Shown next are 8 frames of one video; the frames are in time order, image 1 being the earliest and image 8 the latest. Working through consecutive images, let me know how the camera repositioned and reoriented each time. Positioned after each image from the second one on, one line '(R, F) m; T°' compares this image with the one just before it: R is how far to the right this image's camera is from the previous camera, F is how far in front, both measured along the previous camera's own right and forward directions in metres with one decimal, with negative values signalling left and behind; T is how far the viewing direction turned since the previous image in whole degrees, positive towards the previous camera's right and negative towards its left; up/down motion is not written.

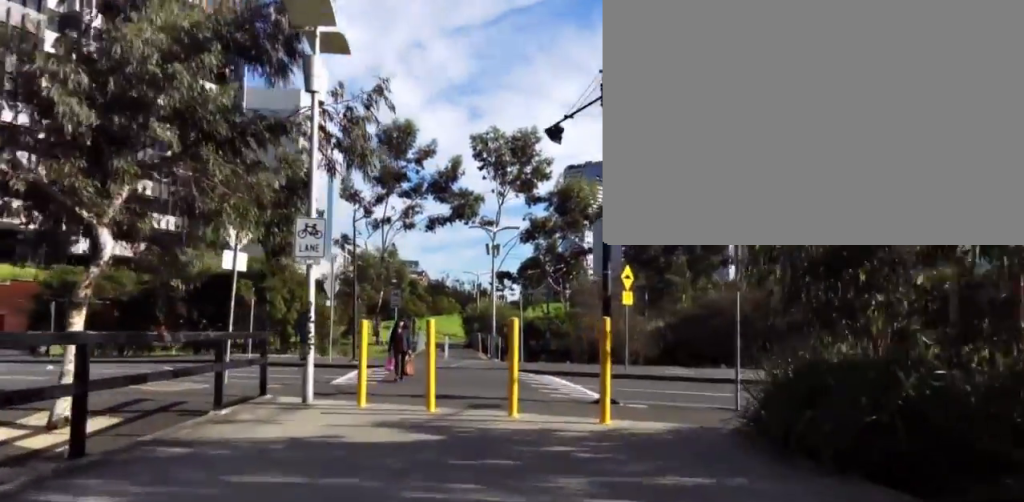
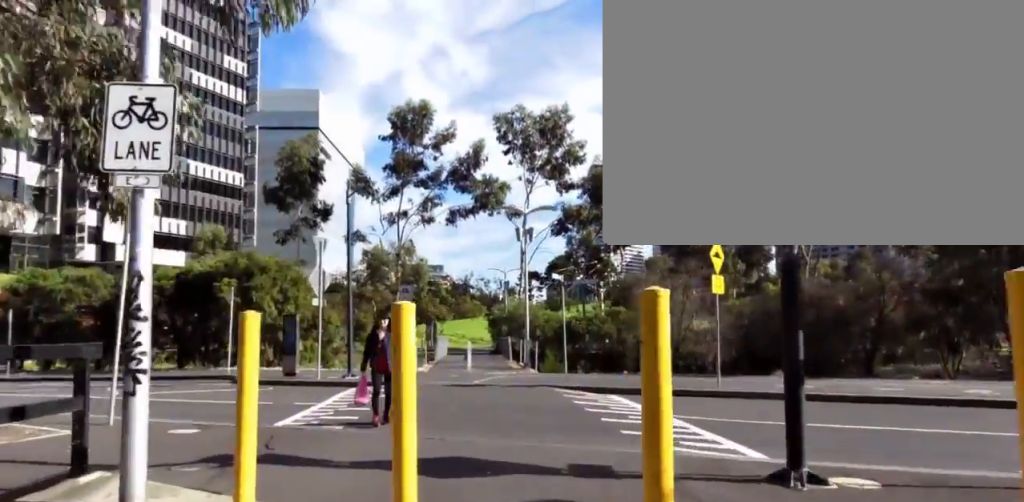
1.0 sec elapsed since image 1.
(-0.6, +4.4) m; -5°
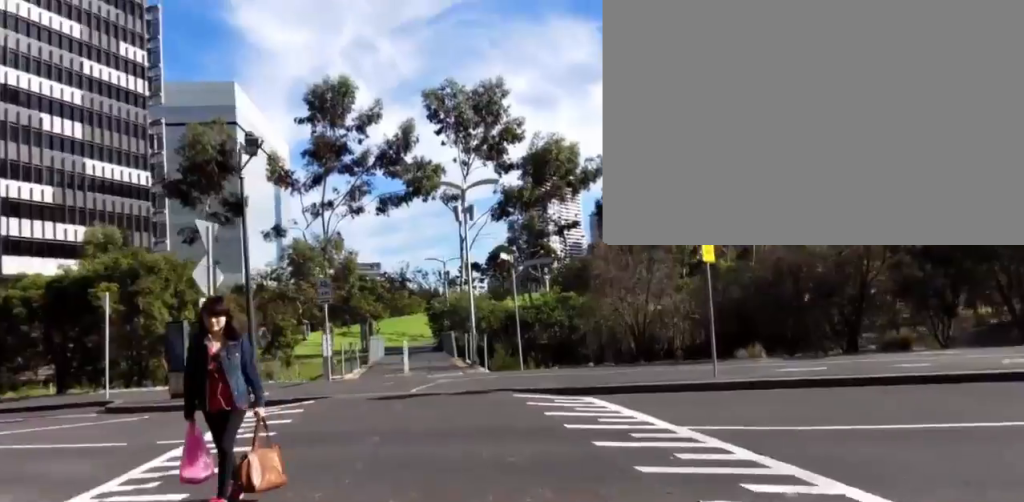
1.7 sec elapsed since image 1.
(+0.1, +2.3) m; +5°
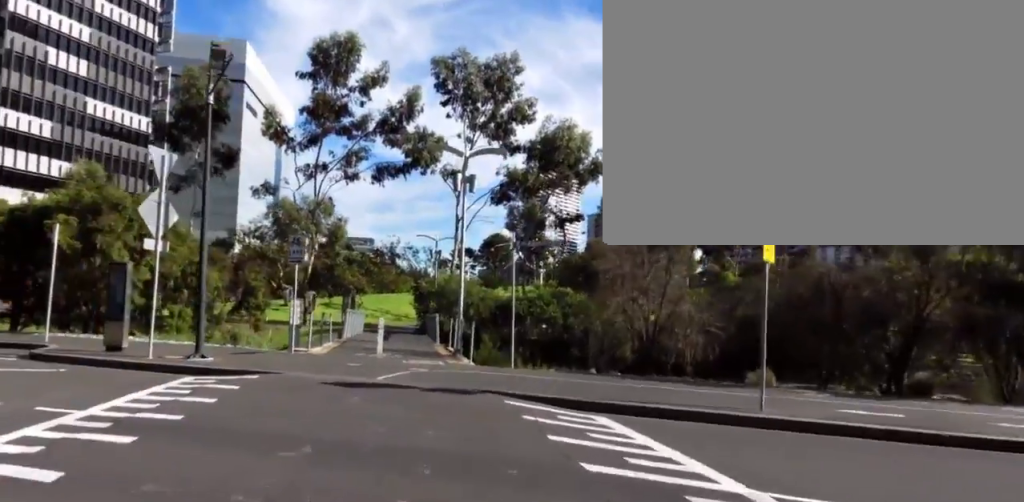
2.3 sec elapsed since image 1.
(+0.2, +1.8) m; +9°
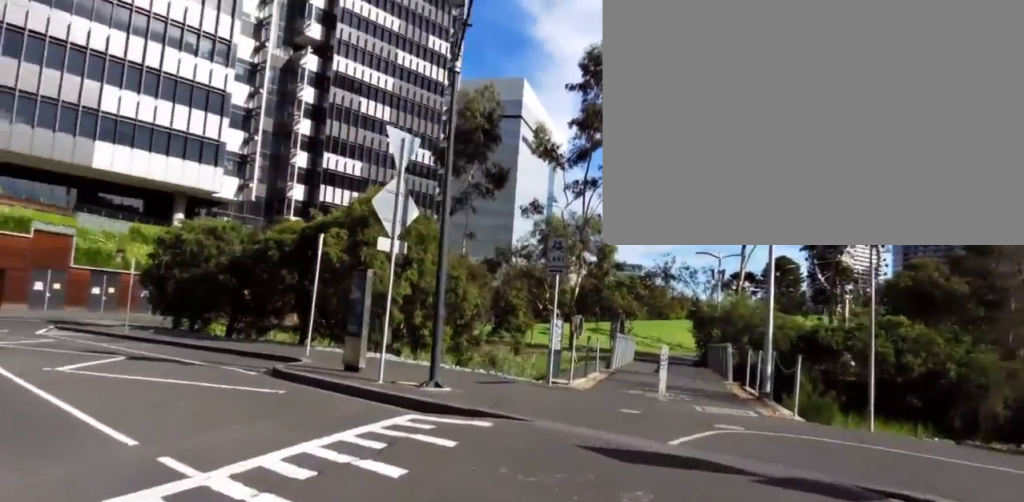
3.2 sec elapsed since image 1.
(+0.2, +2.9) m; +3°
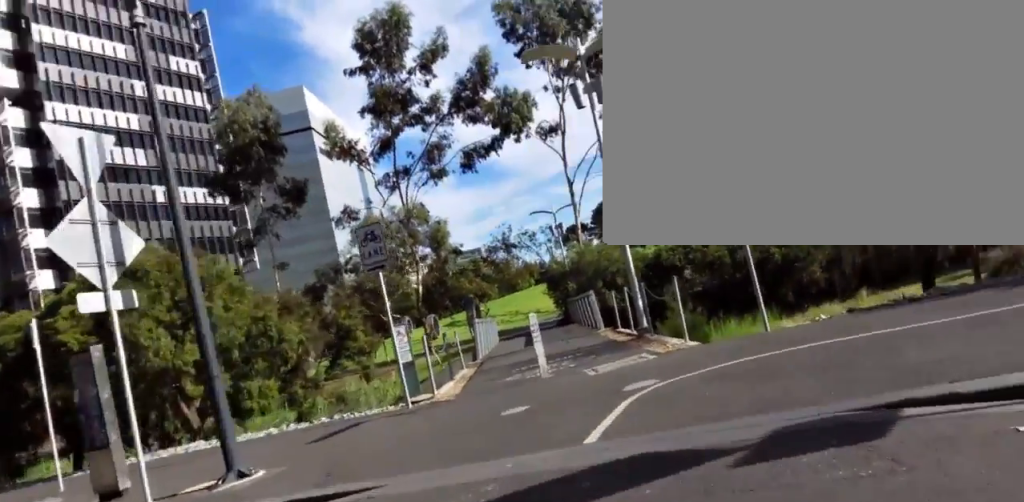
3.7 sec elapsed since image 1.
(0.0, +1.8) m; +9°
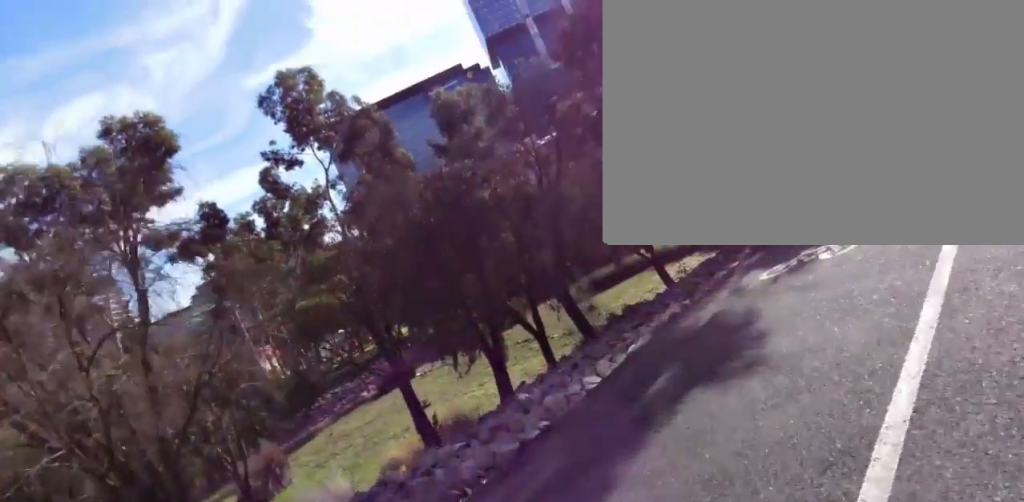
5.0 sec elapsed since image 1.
(+1.0, +4.2) m; +61°
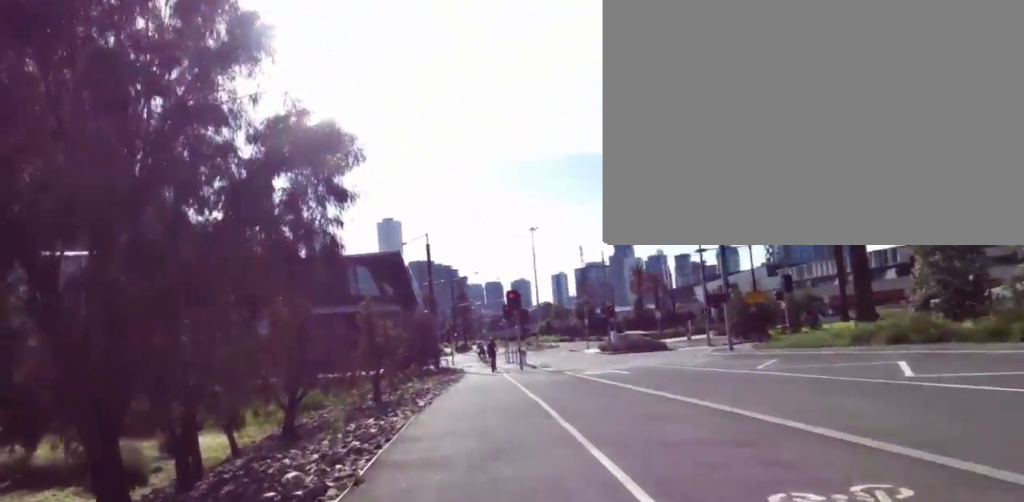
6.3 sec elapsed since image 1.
(+2.7, +2.2) m; +69°
